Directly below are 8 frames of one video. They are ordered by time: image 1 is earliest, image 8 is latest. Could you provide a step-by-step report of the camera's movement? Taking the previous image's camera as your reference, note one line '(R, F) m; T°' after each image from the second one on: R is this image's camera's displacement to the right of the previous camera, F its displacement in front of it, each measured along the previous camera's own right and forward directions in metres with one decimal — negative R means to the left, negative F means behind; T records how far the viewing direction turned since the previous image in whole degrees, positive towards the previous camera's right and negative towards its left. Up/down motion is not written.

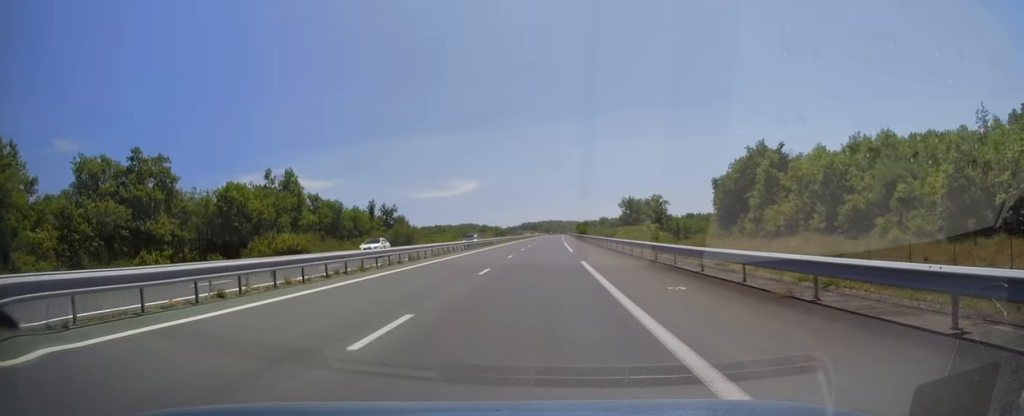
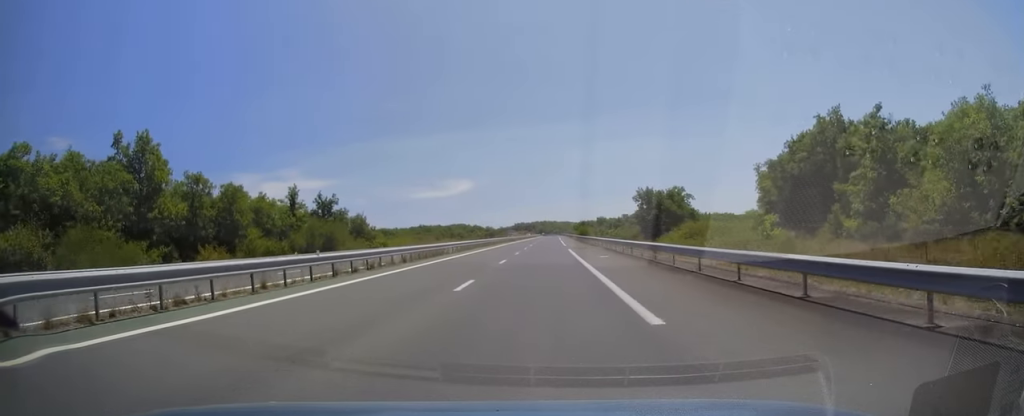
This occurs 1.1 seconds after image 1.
(0.0, +31.5) m; 0°
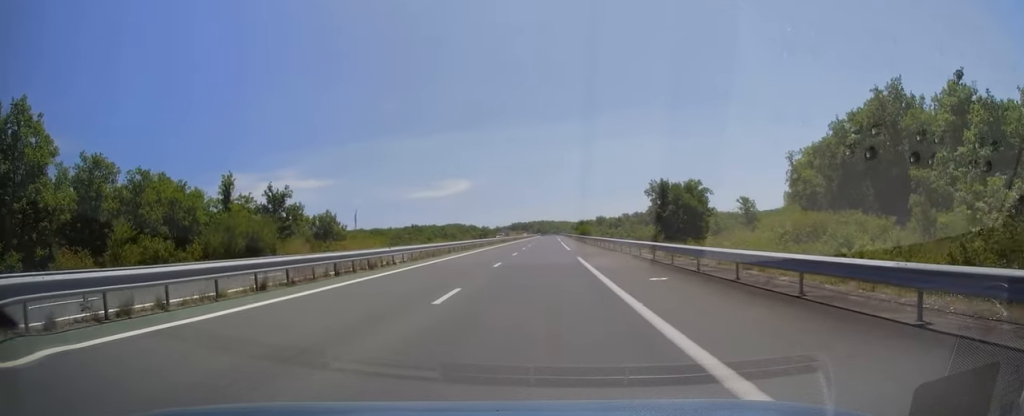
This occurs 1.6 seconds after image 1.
(-0.2, +15.7) m; 0°
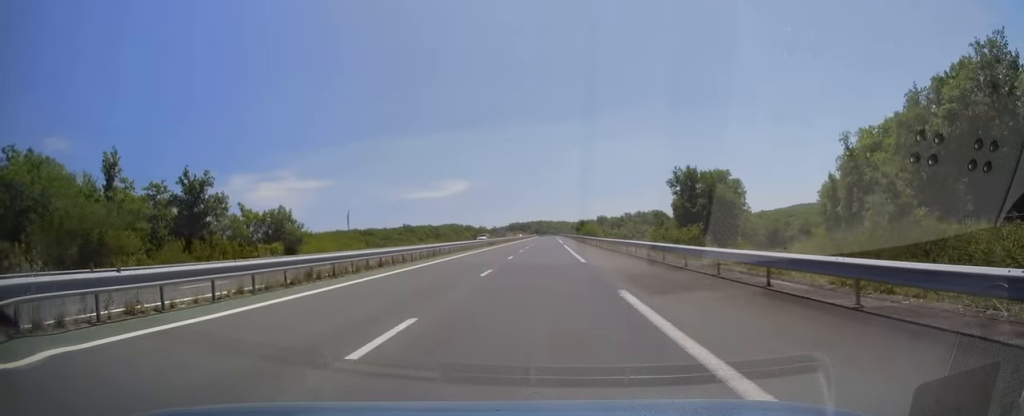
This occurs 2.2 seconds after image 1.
(+0.3, +18.2) m; 0°
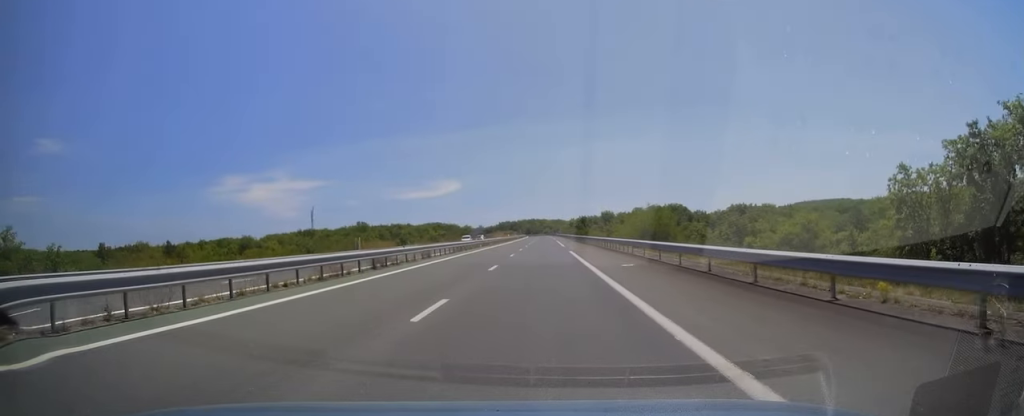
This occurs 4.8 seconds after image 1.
(+0.2, +75.2) m; 0°
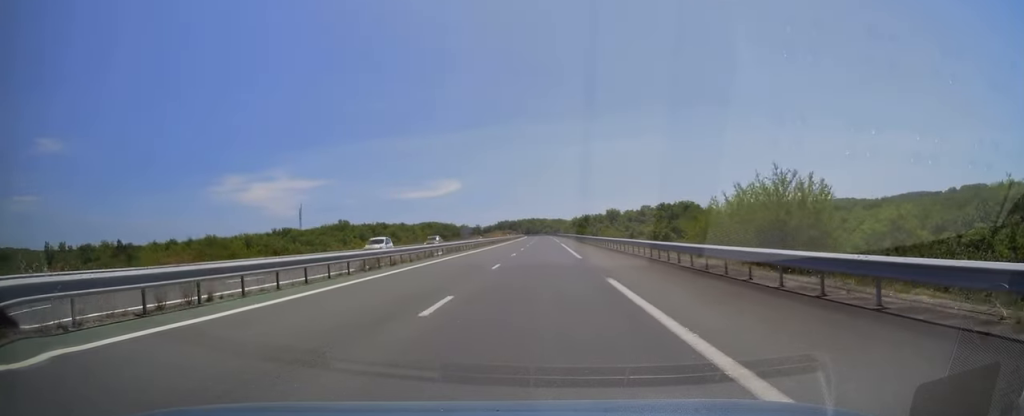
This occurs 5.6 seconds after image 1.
(0.0, +25.5) m; 0°
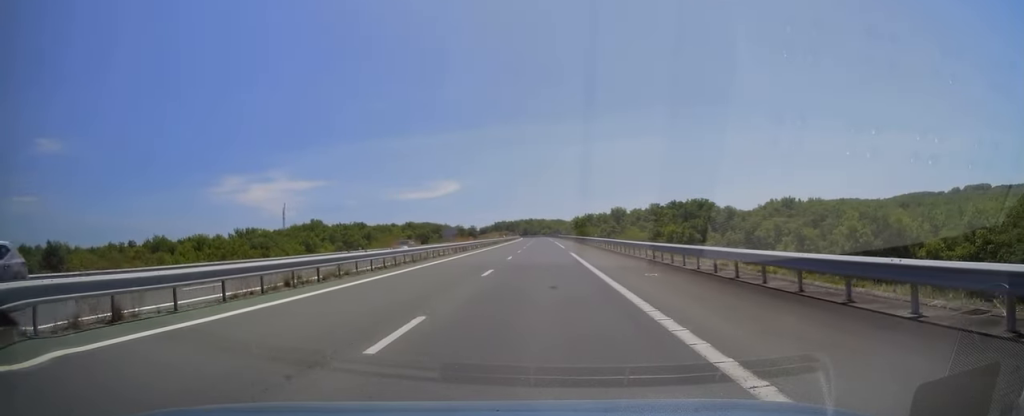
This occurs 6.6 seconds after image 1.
(+0.1, +28.9) m; 0°
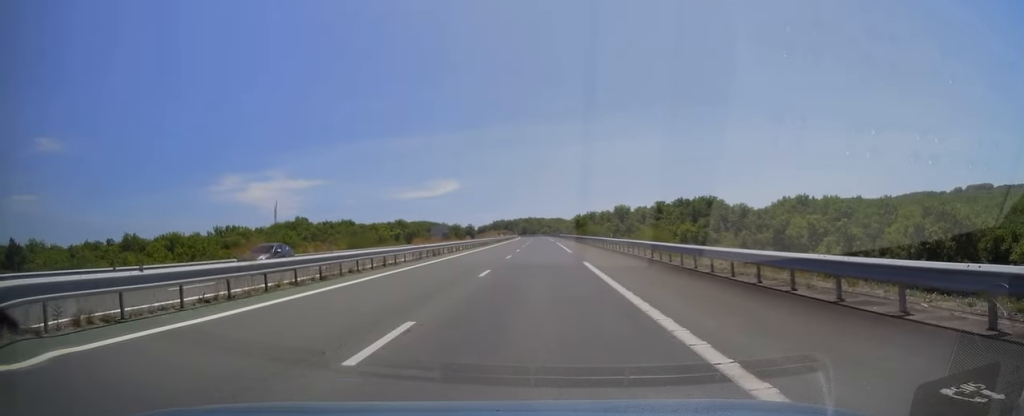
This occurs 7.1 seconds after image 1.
(0.0, +13.7) m; 0°
